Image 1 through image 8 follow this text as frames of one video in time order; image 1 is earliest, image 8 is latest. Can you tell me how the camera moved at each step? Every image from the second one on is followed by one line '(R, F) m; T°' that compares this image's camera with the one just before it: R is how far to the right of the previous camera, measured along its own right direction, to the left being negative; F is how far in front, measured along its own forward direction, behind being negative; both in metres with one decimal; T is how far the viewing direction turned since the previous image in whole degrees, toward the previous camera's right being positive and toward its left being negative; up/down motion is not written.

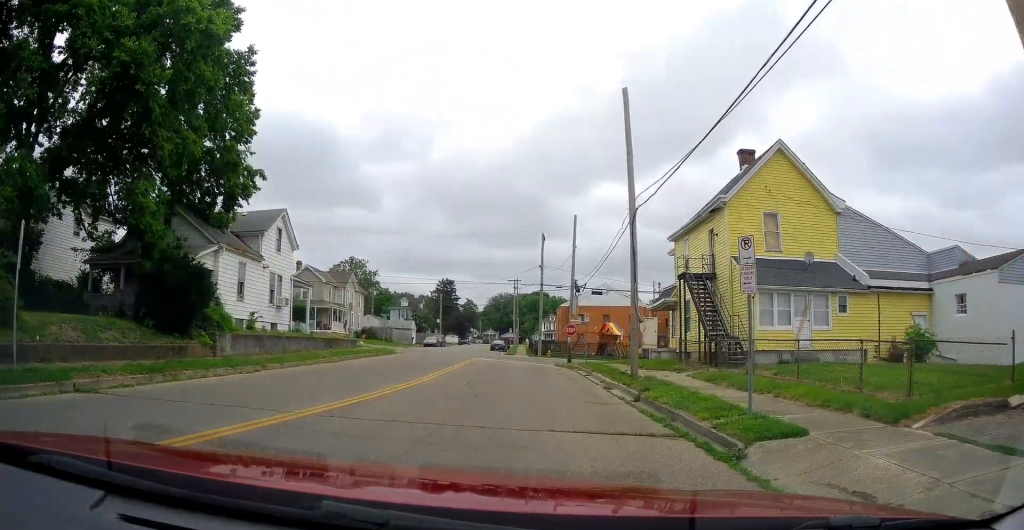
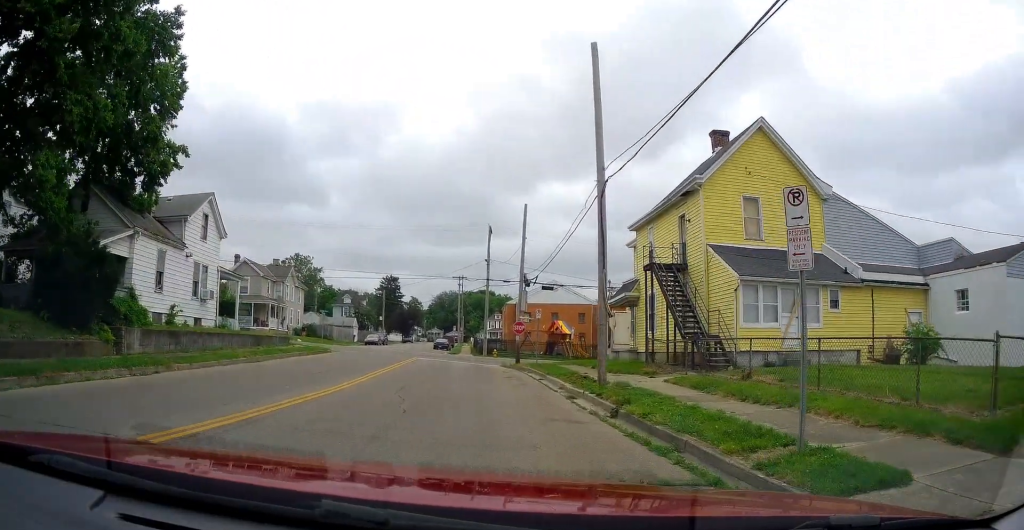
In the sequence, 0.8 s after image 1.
(+0.1, +3.0) m; +4°
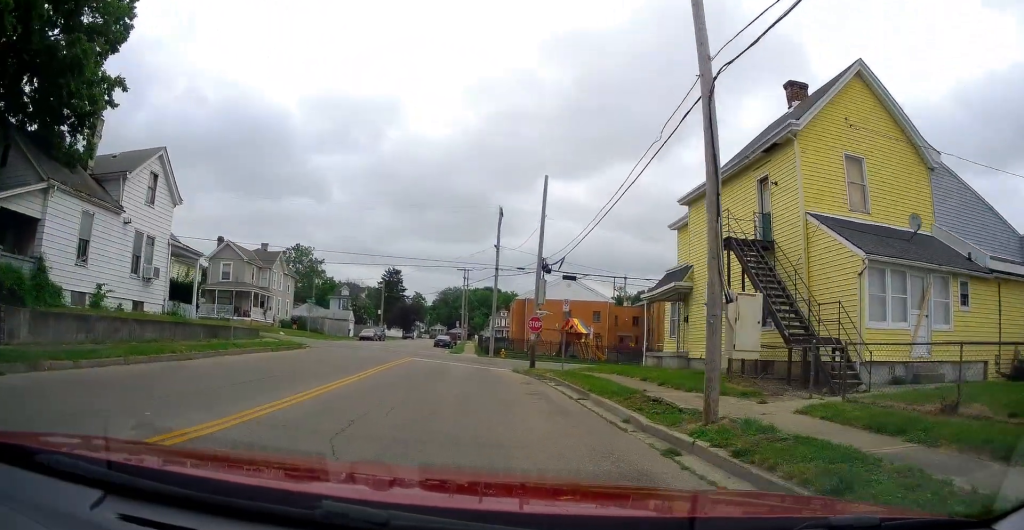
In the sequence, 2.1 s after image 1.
(+0.3, +6.5) m; +4°
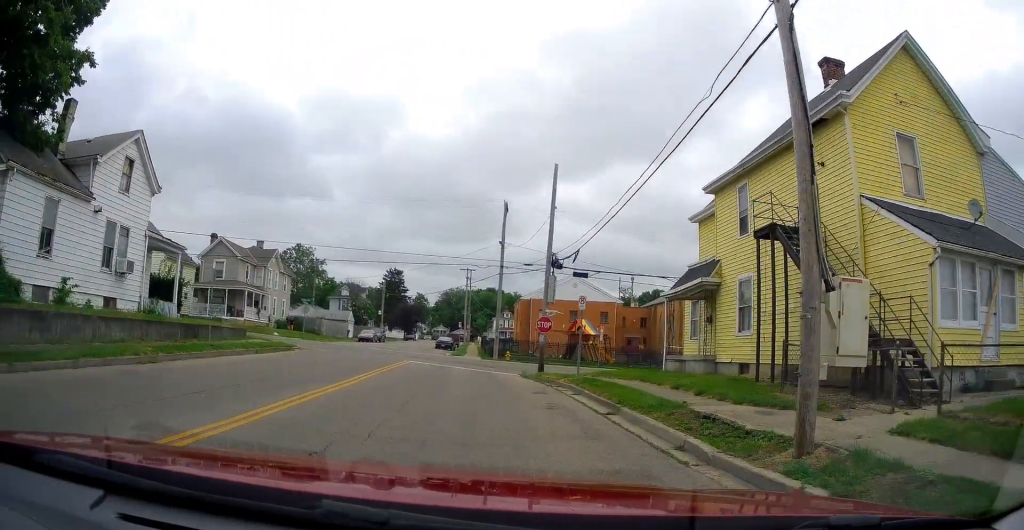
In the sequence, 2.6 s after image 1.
(0.0, +2.4) m; +1°
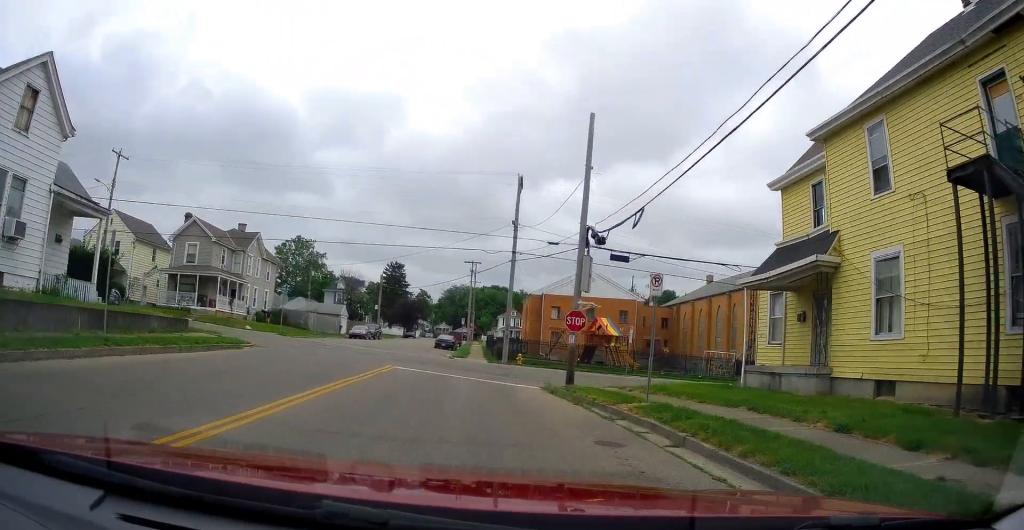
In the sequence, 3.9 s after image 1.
(0.0, +7.1) m; 0°
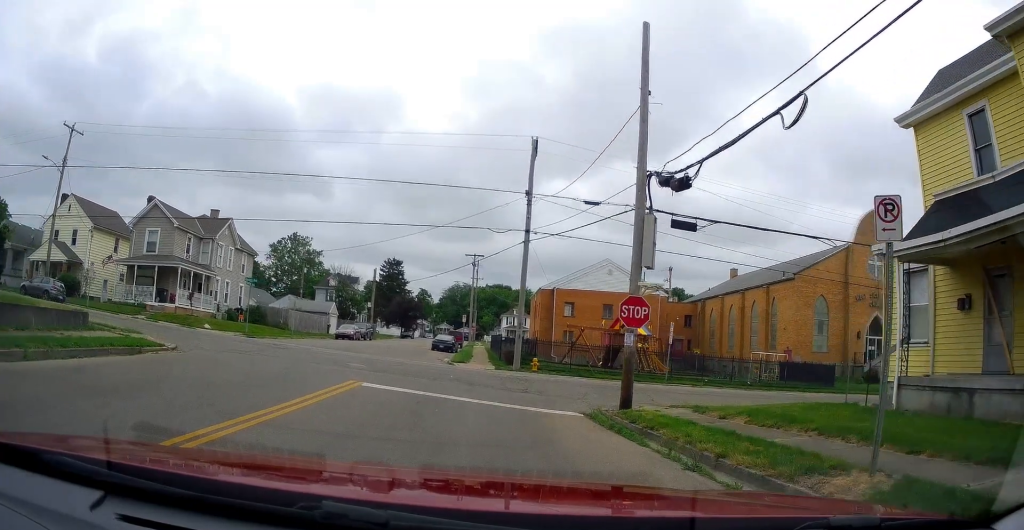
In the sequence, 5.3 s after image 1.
(0.0, +7.1) m; 0°
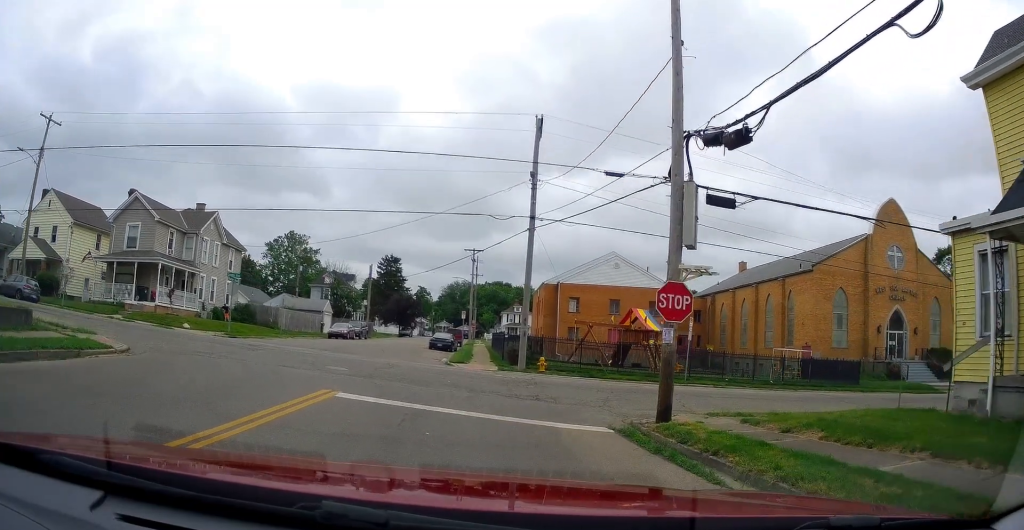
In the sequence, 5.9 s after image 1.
(0.0, +2.9) m; 0°
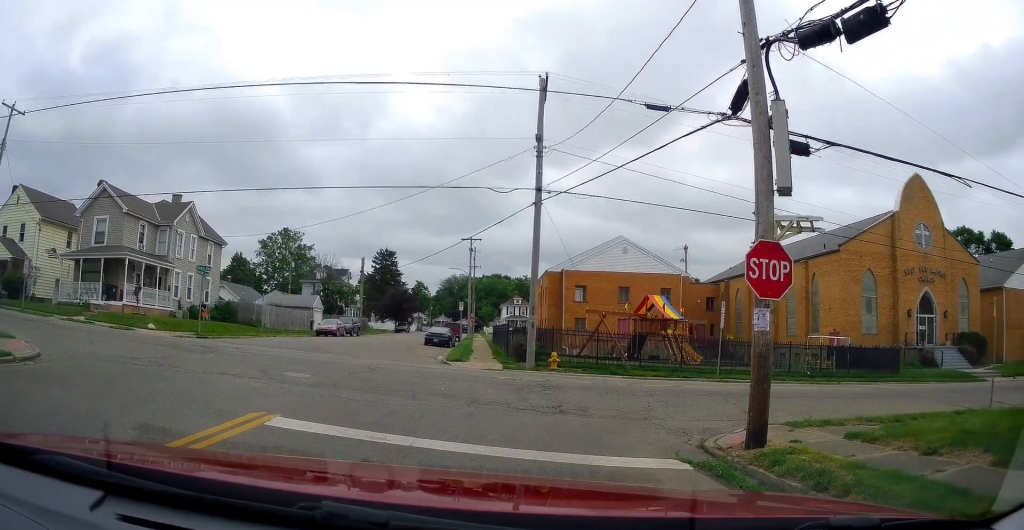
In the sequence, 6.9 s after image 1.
(0.0, +4.2) m; -1°
